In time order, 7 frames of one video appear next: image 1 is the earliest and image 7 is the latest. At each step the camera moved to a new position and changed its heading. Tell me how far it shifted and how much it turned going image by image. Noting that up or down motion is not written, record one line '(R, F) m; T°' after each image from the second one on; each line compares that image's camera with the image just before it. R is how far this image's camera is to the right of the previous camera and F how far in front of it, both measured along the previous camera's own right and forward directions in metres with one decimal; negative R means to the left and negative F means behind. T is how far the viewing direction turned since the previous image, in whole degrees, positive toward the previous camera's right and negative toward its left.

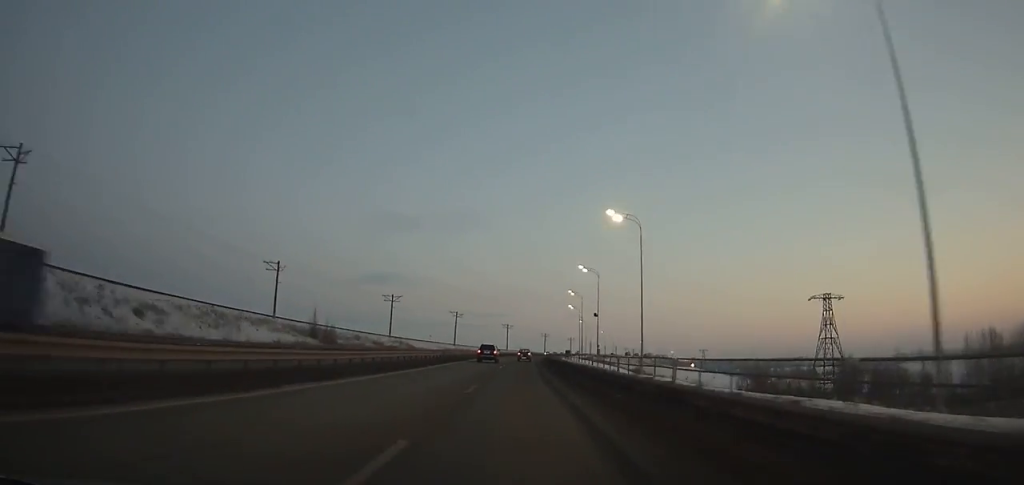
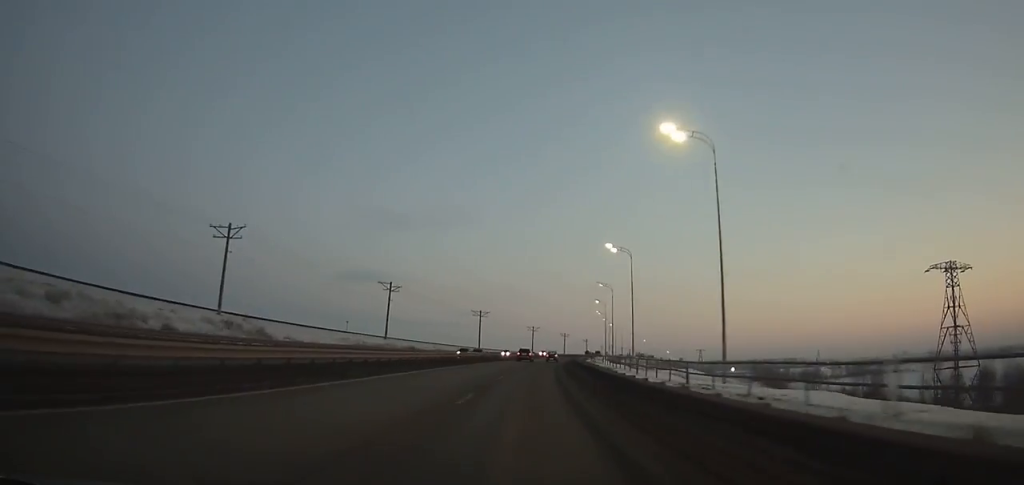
(+1.2, +74.0) m; +3°
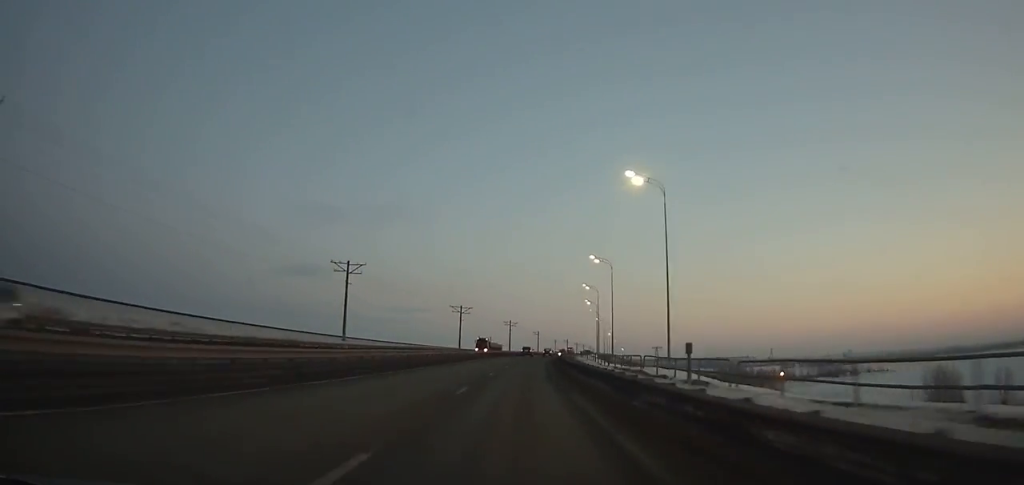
(+3.9, +80.8) m; +5°
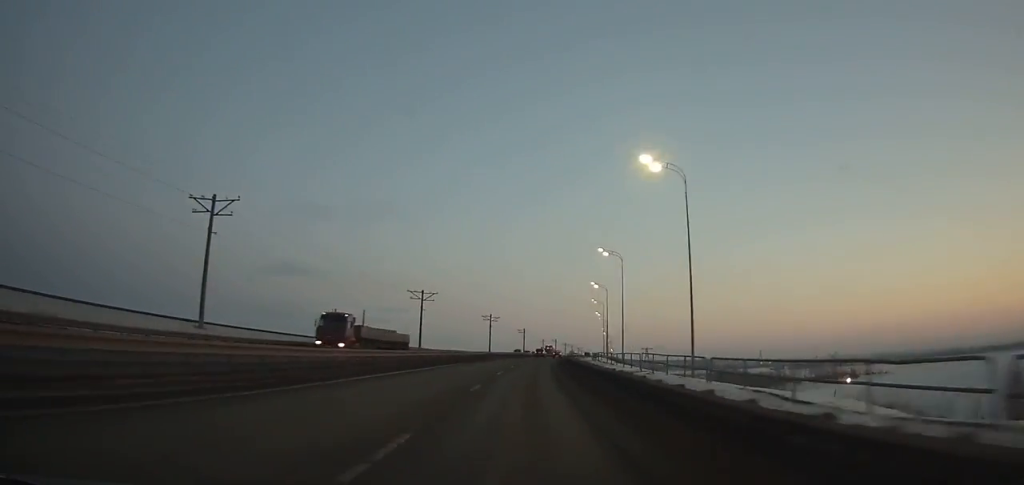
(+0.7, +33.6) m; +2°
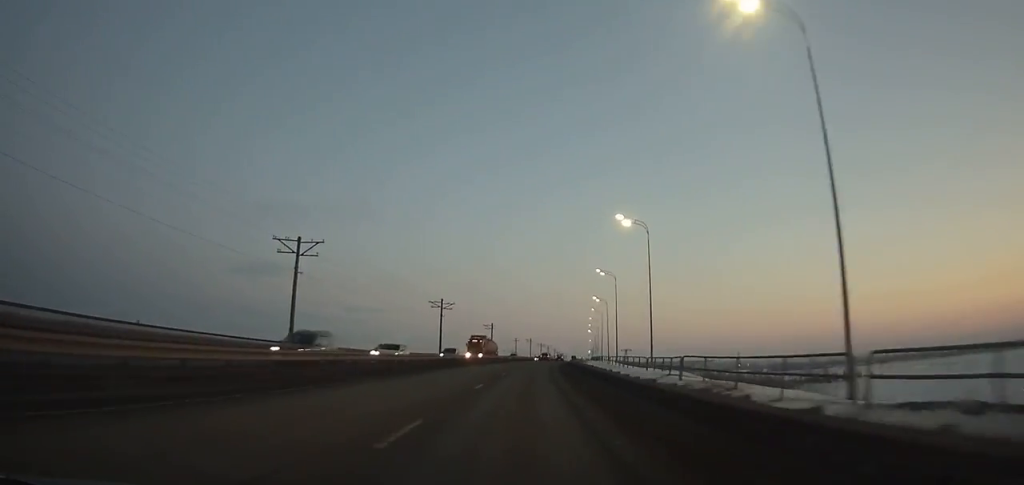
(+1.1, +45.8) m; +3°
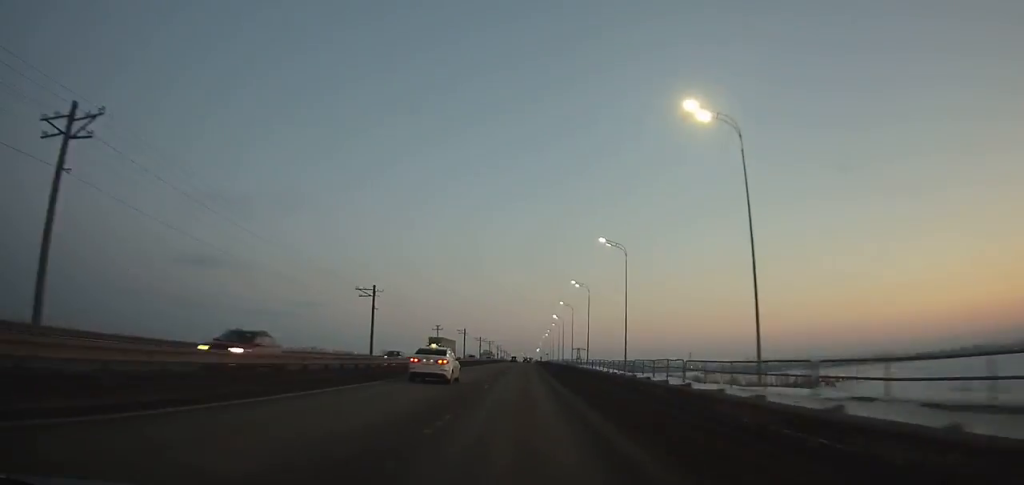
(+3.4, +81.8) m; +4°
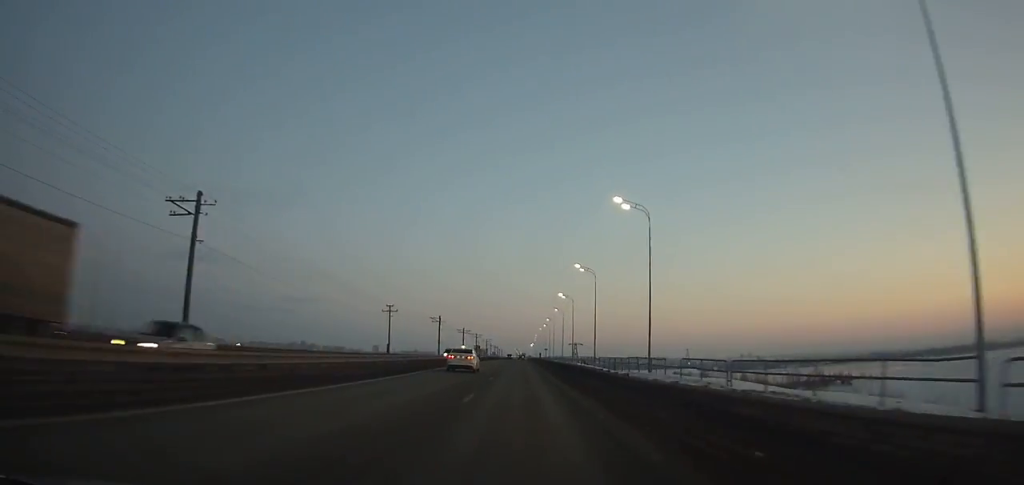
(+0.4, +42.3) m; +1°
